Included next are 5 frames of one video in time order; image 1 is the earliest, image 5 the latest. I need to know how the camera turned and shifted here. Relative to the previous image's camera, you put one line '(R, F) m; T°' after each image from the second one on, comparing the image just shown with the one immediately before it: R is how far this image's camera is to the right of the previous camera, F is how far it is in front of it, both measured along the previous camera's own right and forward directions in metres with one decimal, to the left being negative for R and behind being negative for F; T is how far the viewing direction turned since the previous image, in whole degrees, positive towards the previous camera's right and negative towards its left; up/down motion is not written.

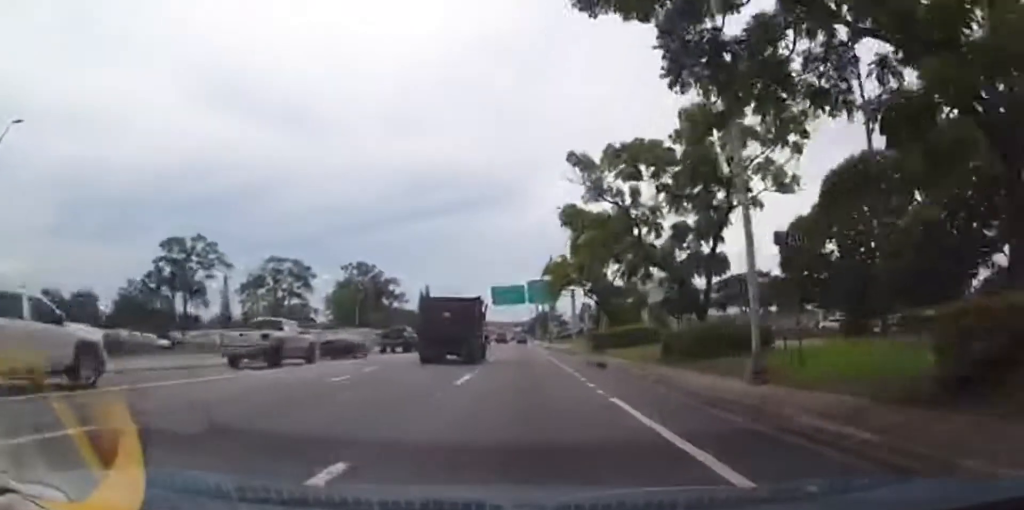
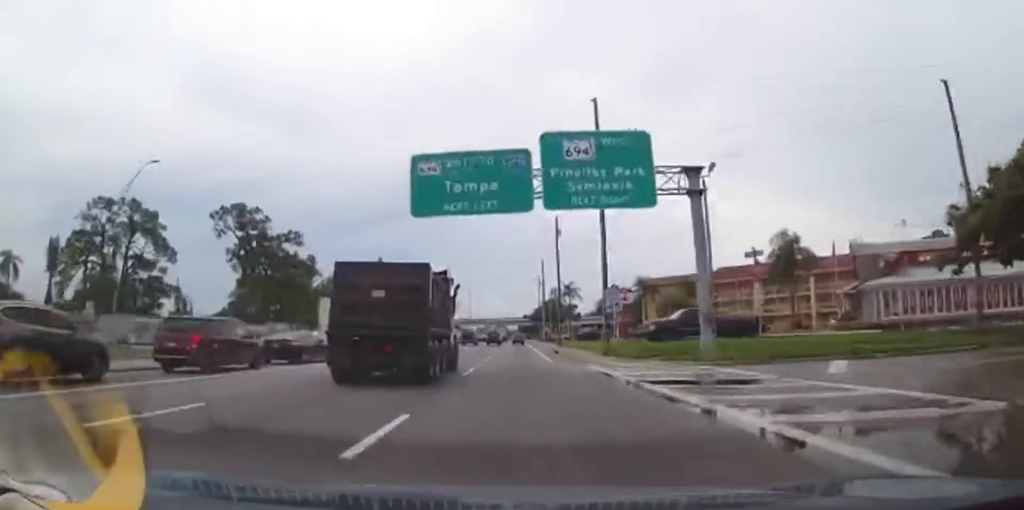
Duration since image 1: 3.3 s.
(0.0, +57.3) m; +1°
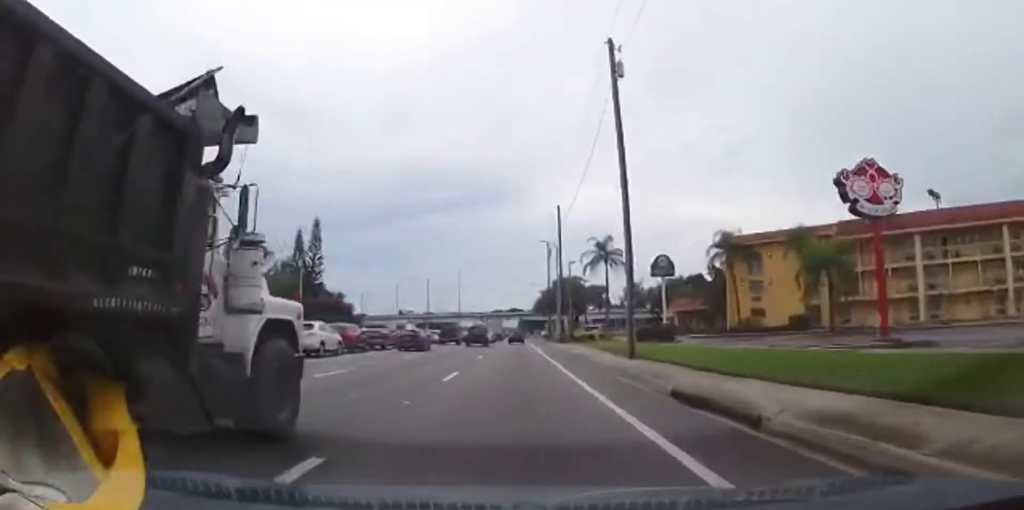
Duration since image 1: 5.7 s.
(+0.9, +39.8) m; +1°
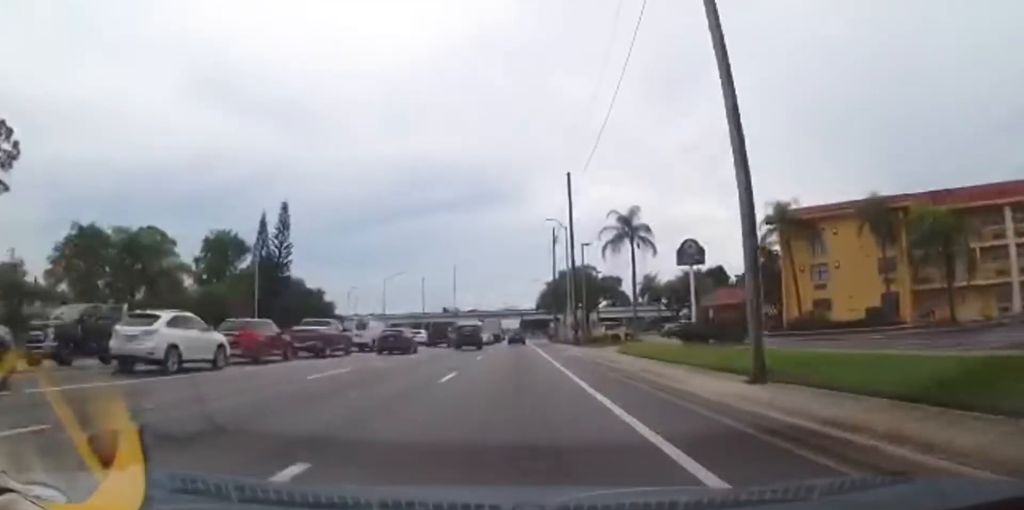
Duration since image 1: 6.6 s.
(0.0, +13.2) m; 0°
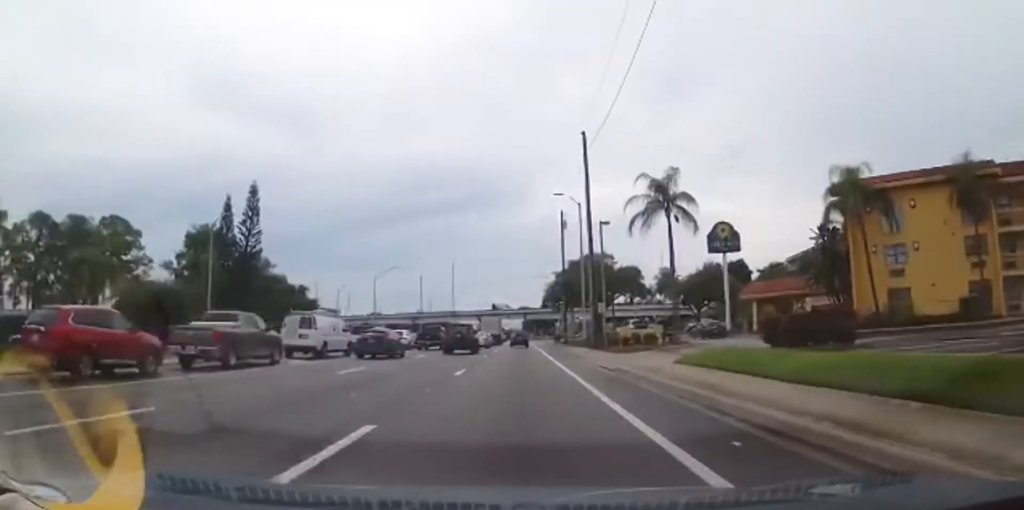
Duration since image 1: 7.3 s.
(0.0, +10.1) m; 0°
